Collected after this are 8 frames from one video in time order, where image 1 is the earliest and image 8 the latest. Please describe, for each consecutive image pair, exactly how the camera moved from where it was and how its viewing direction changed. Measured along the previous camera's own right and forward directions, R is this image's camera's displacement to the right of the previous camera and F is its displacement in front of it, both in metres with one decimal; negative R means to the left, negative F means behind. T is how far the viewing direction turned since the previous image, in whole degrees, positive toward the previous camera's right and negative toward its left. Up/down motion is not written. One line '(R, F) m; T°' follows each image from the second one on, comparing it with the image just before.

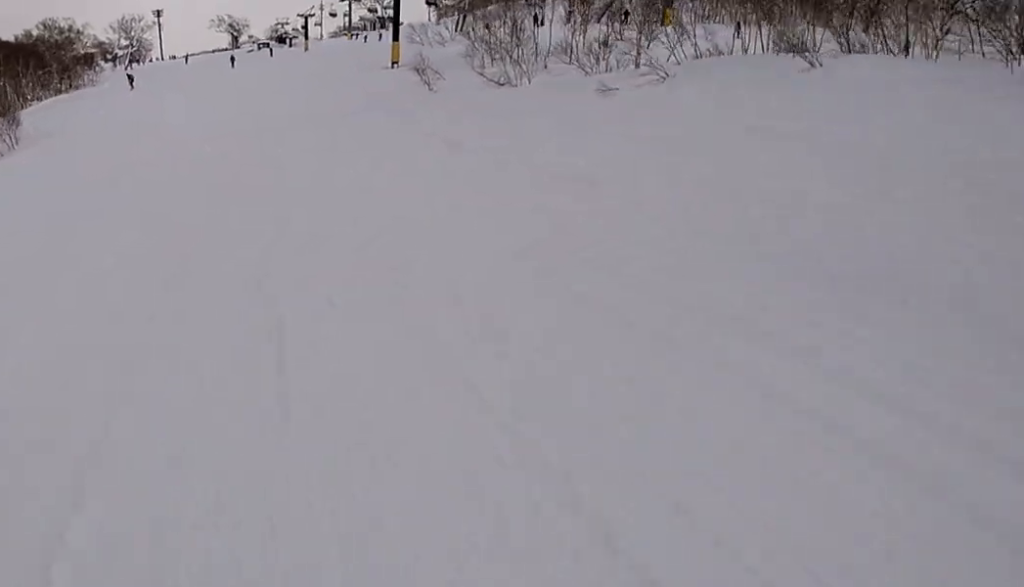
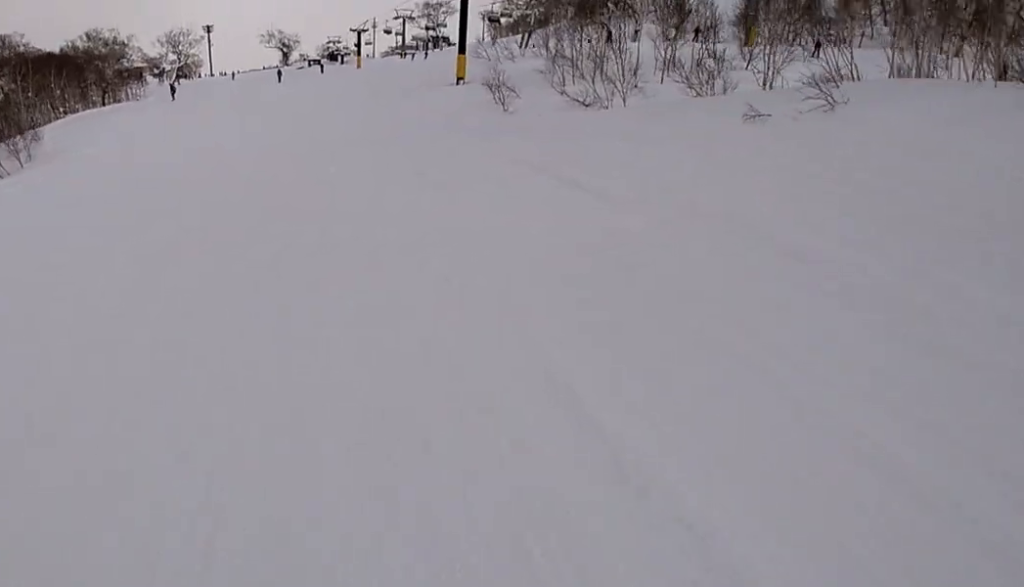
(-0.2, +5.9) m; +3°
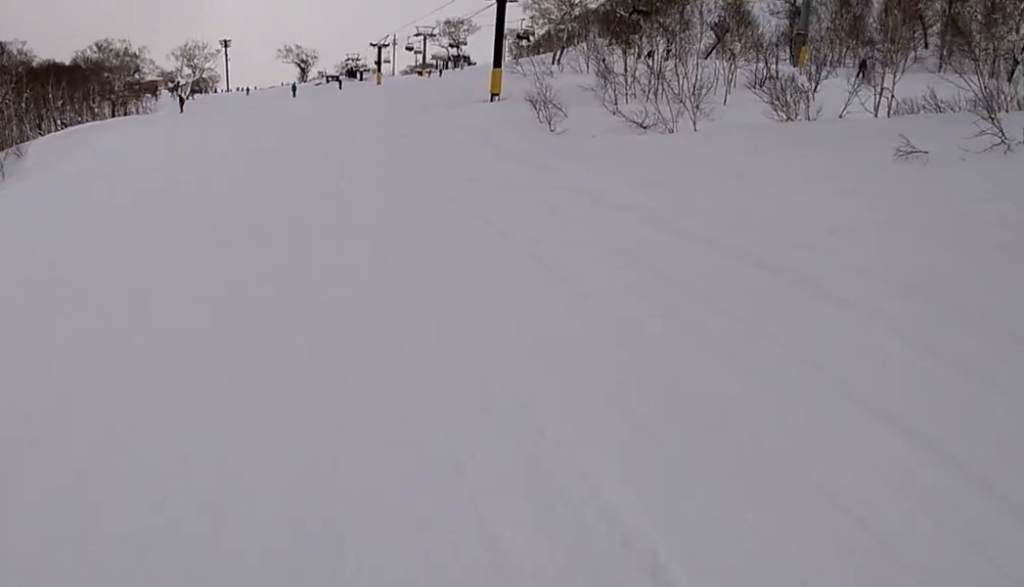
(+0.1, +5.2) m; +2°
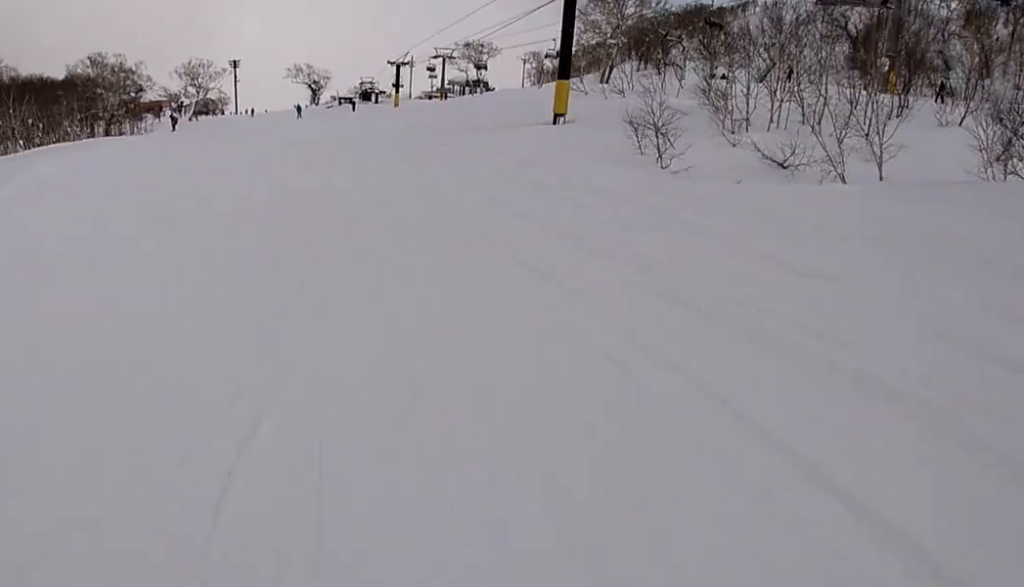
(+0.8, +10.1) m; 0°
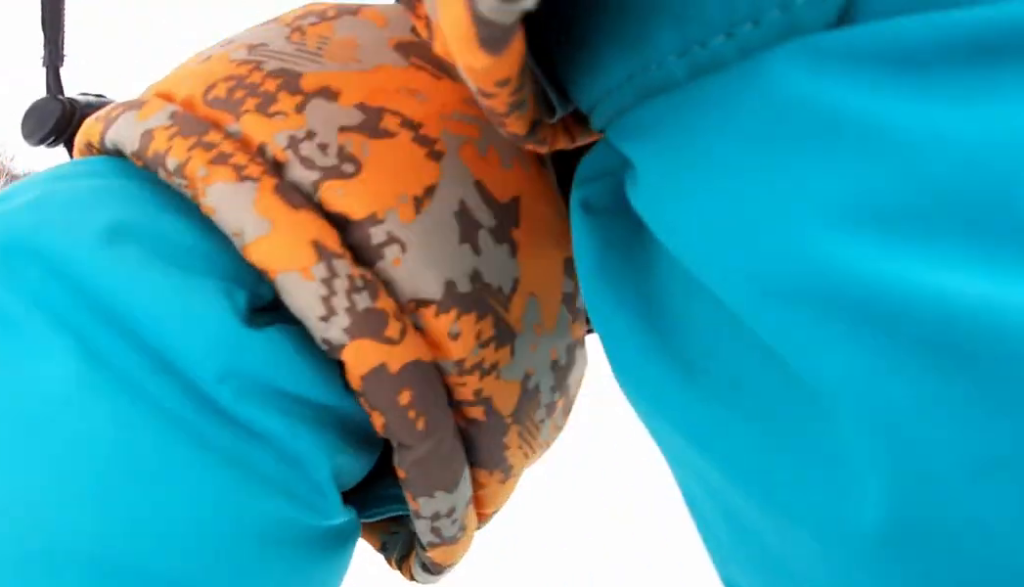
(-0.9, +11.2) m; -7°
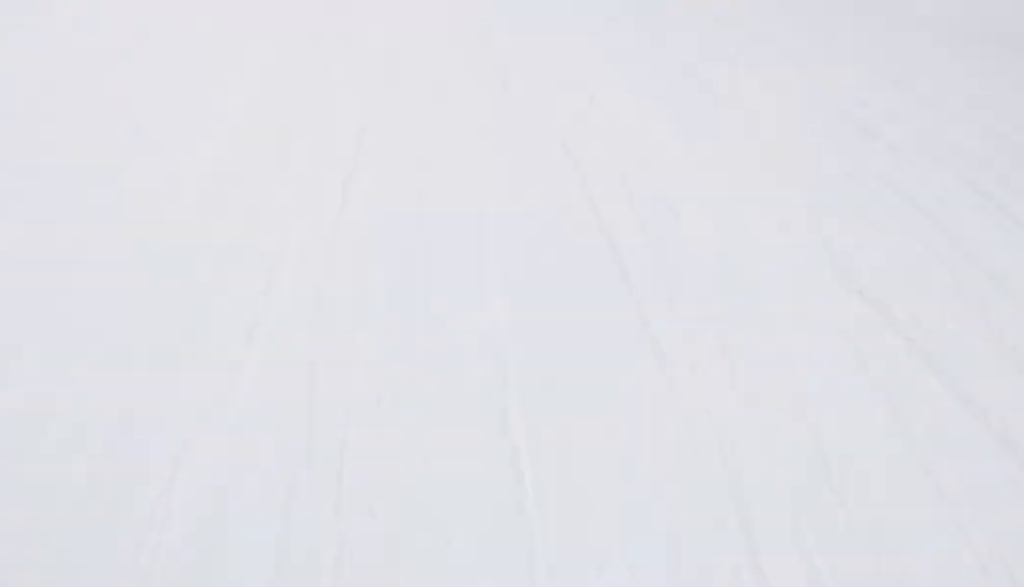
(-0.4, +9.9) m; -7°
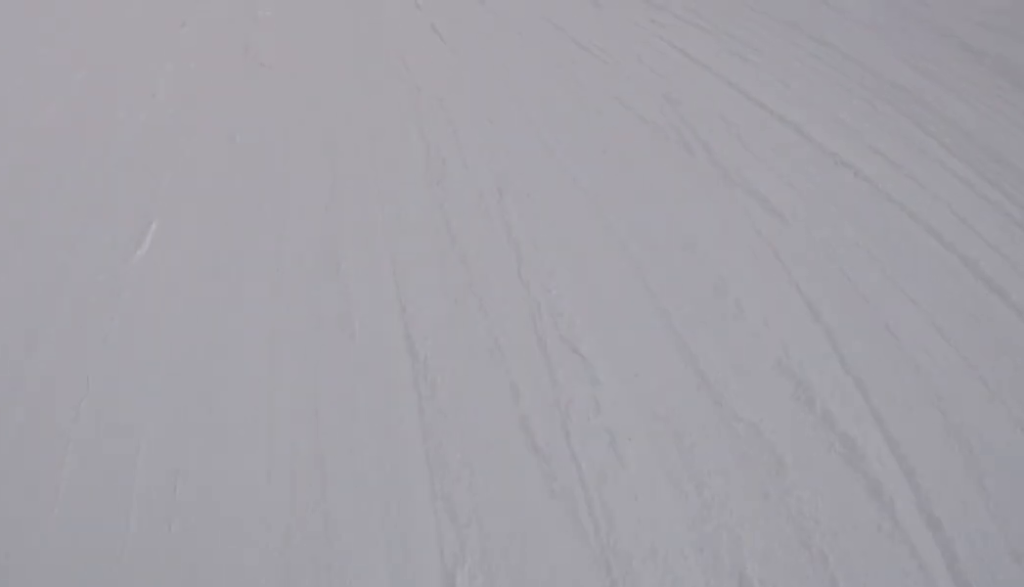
(+0.1, +15.2) m; +8°
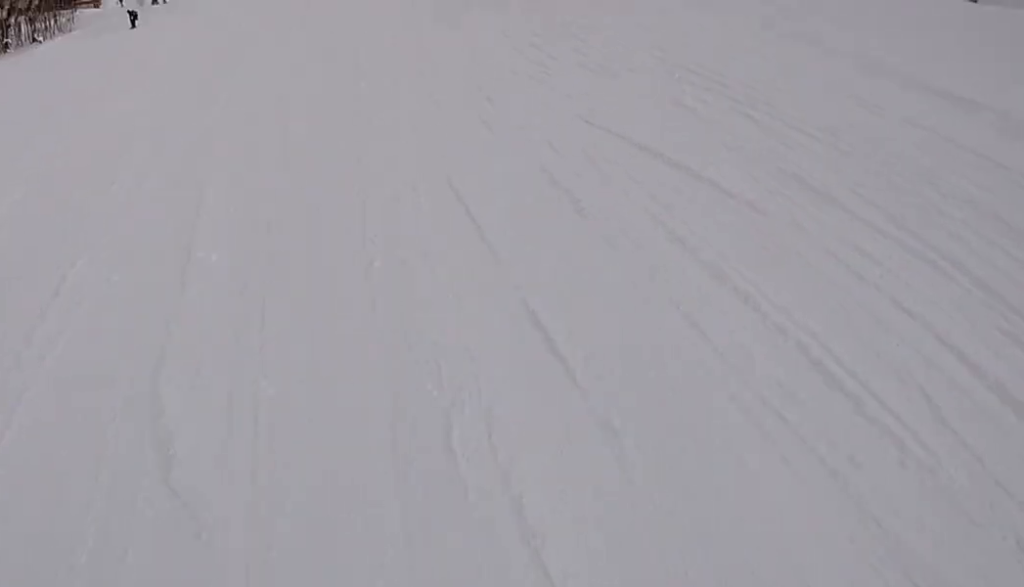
(+0.2, +3.9) m; +1°
